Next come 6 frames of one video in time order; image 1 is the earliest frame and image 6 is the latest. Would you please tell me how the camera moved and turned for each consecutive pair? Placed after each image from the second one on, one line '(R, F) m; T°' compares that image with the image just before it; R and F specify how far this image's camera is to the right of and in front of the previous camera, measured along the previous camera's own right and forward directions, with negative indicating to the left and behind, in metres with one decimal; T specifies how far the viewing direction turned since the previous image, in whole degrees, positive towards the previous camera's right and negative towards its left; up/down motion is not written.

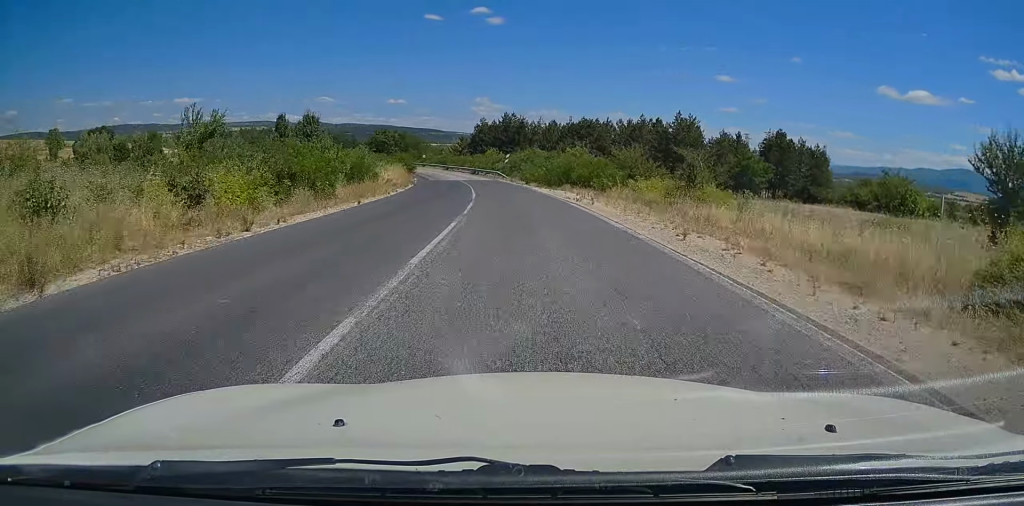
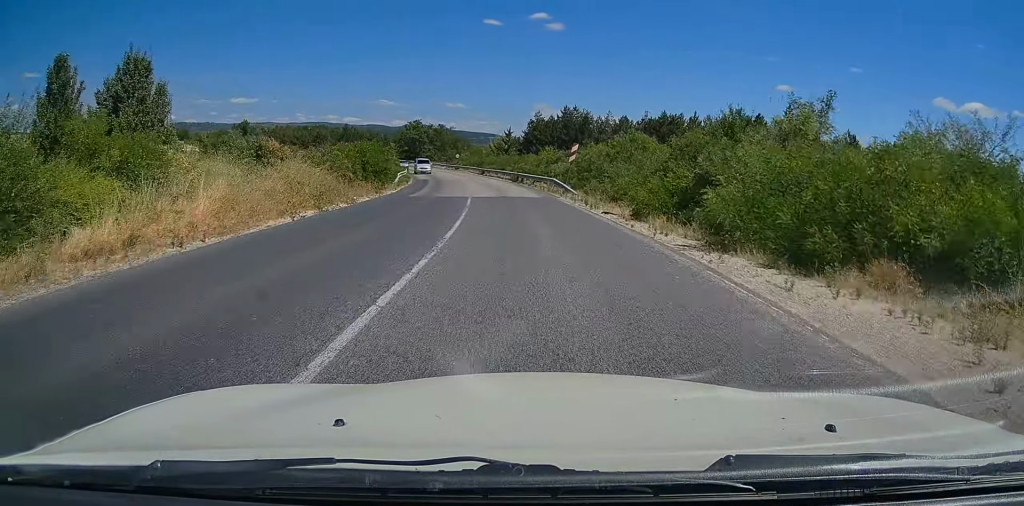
(-0.7, +32.5) m; -4°
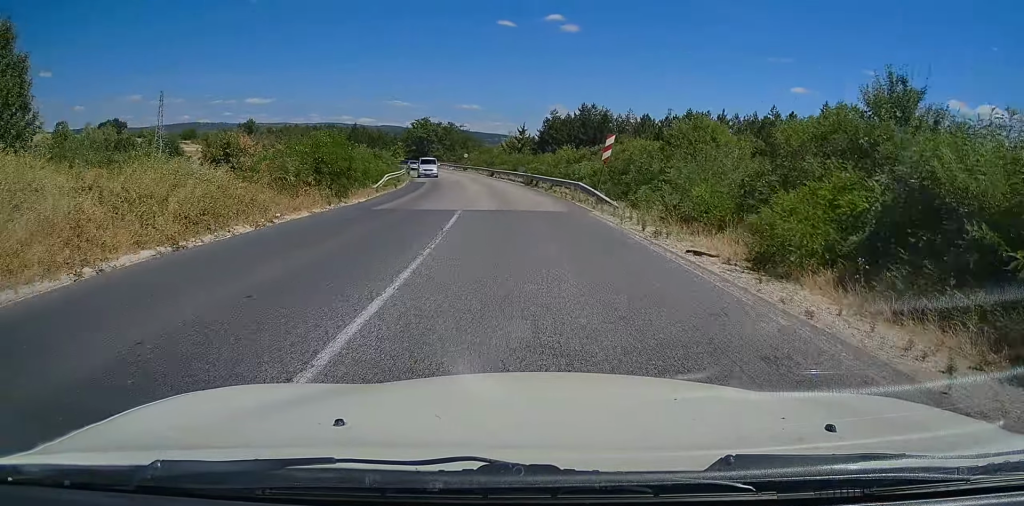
(-0.3, +8.9) m; -2°
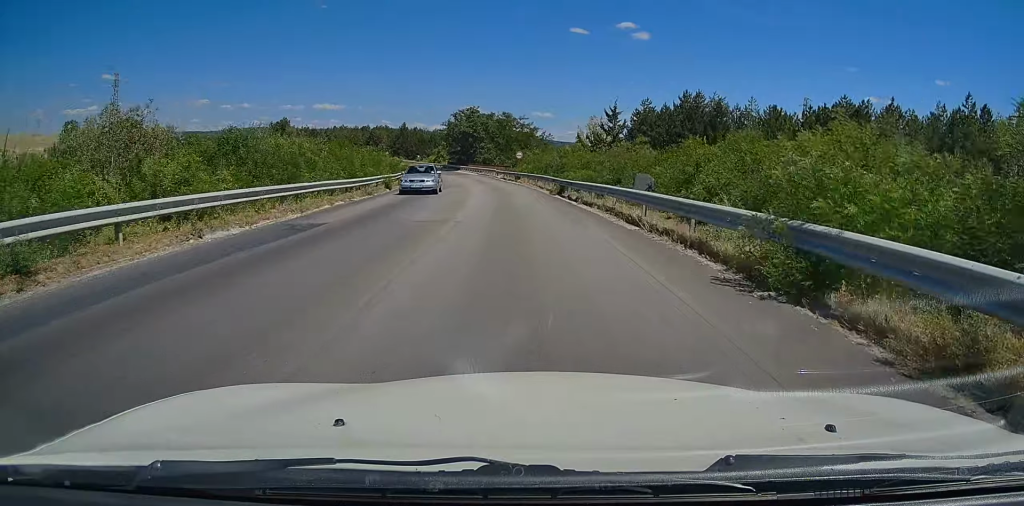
(-2.2, +35.7) m; -6°
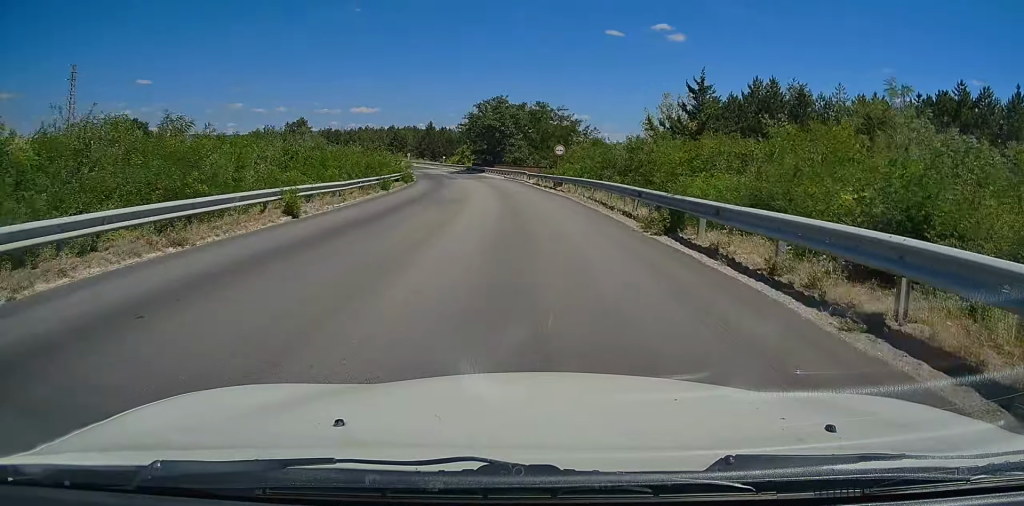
(-0.3, +18.0) m; -2°
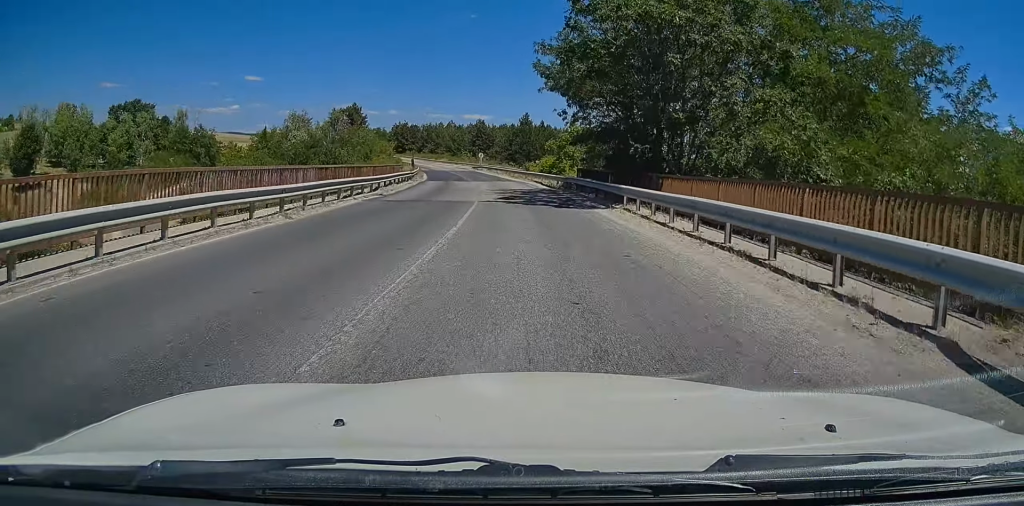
(-5.4, +56.2) m; -11°
